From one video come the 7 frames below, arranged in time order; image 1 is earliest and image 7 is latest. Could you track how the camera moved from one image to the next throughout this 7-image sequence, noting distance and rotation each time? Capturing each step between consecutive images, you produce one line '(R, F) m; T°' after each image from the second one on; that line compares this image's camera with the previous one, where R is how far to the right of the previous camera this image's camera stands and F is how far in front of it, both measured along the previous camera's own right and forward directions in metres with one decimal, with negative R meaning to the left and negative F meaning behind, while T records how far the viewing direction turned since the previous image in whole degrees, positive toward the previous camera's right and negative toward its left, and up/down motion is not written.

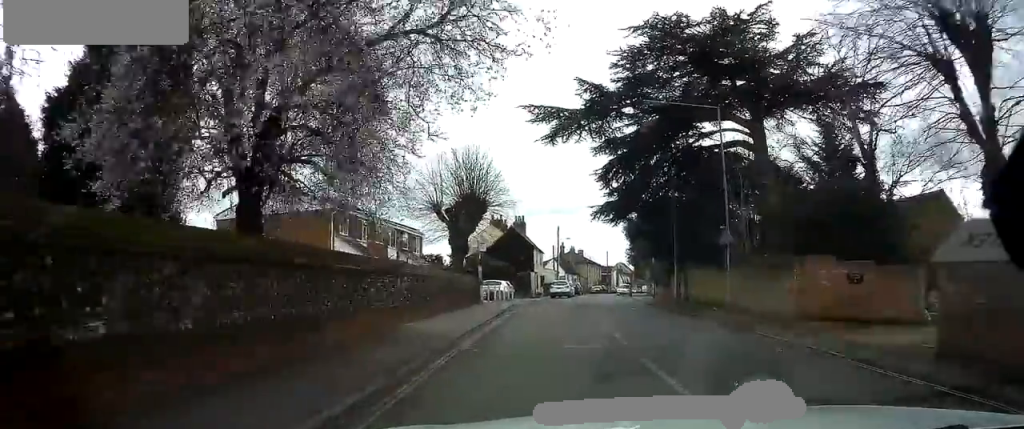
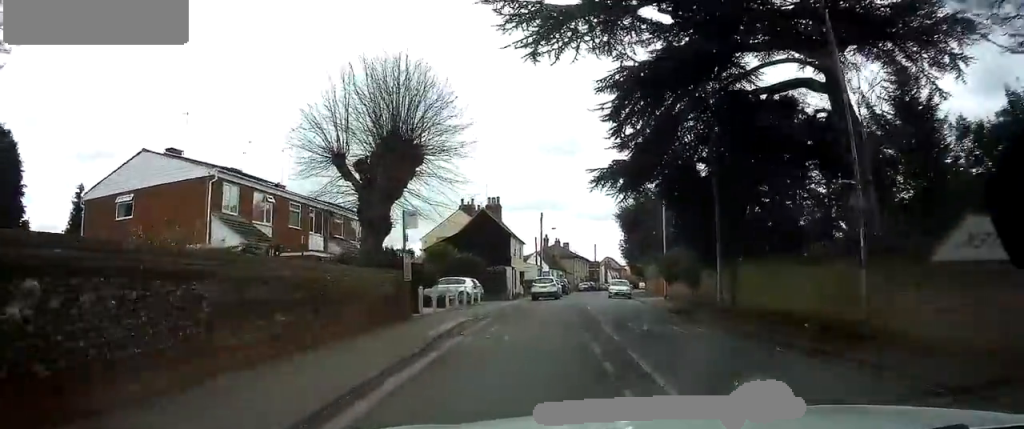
(+0.1, +11.7) m; +1°
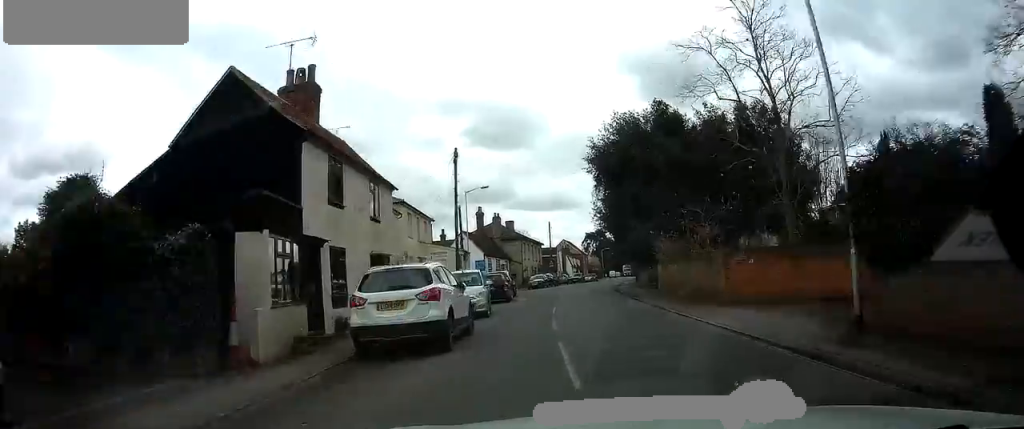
(+1.0, +28.4) m; +4°
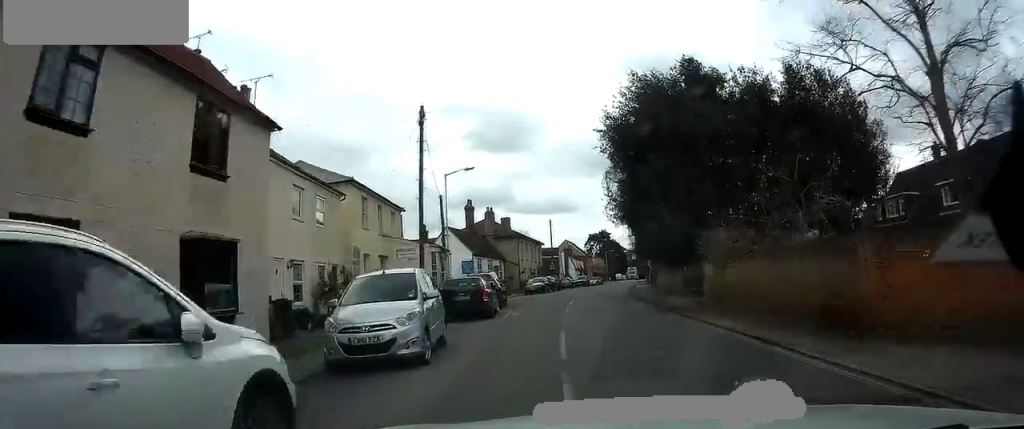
(-0.1, +9.1) m; 0°
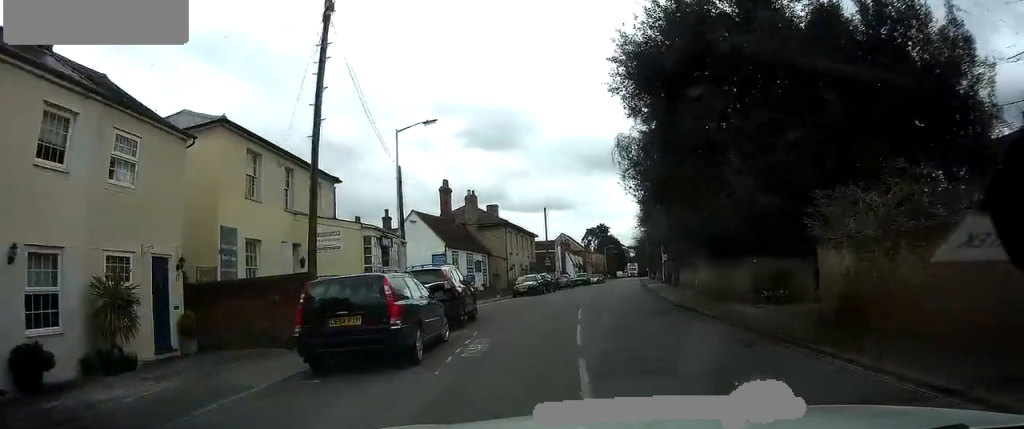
(+0.1, +10.3) m; +1°
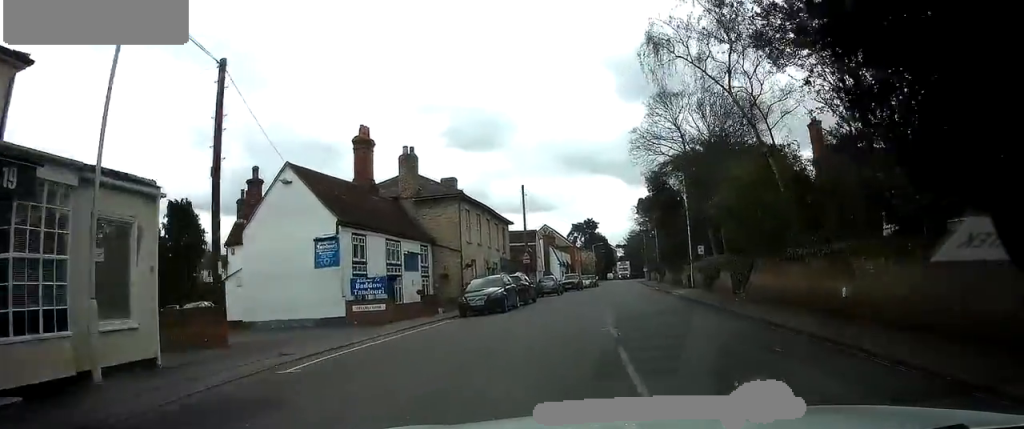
(+0.2, +17.0) m; +2°
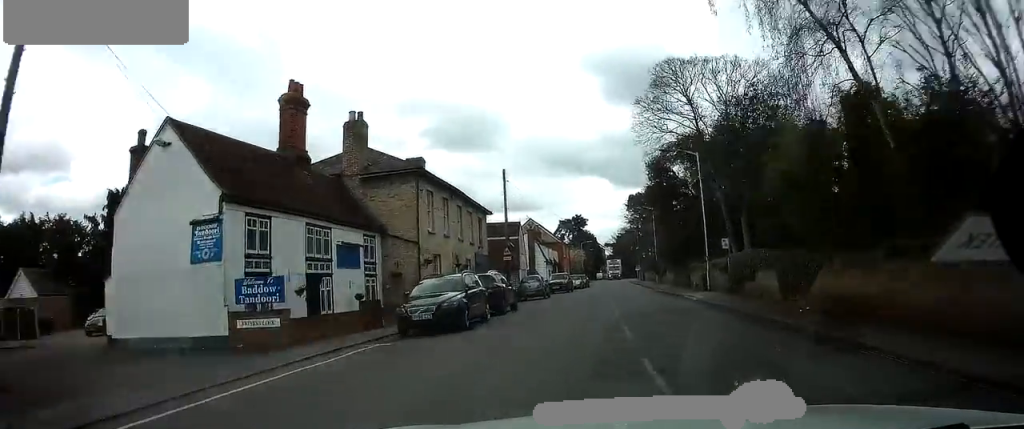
(+0.1, +7.1) m; +2°
